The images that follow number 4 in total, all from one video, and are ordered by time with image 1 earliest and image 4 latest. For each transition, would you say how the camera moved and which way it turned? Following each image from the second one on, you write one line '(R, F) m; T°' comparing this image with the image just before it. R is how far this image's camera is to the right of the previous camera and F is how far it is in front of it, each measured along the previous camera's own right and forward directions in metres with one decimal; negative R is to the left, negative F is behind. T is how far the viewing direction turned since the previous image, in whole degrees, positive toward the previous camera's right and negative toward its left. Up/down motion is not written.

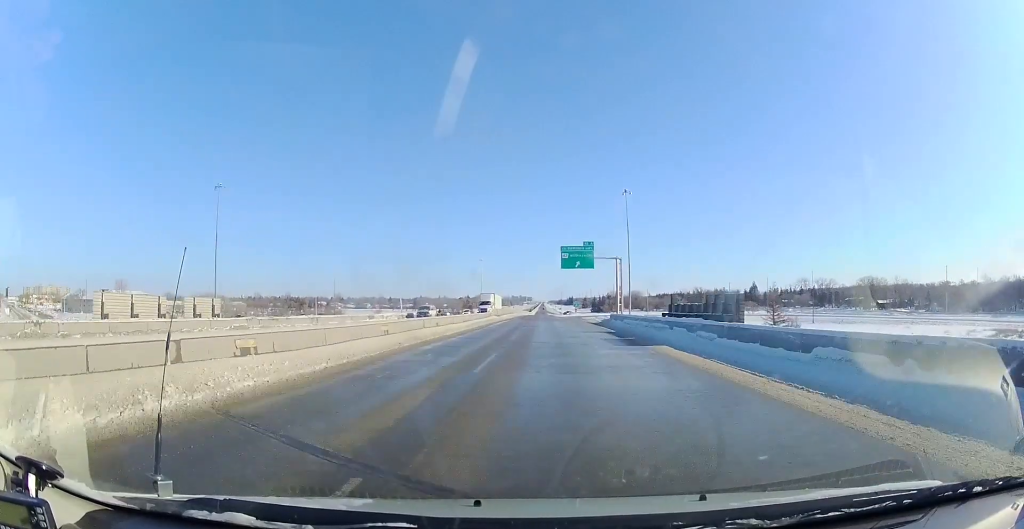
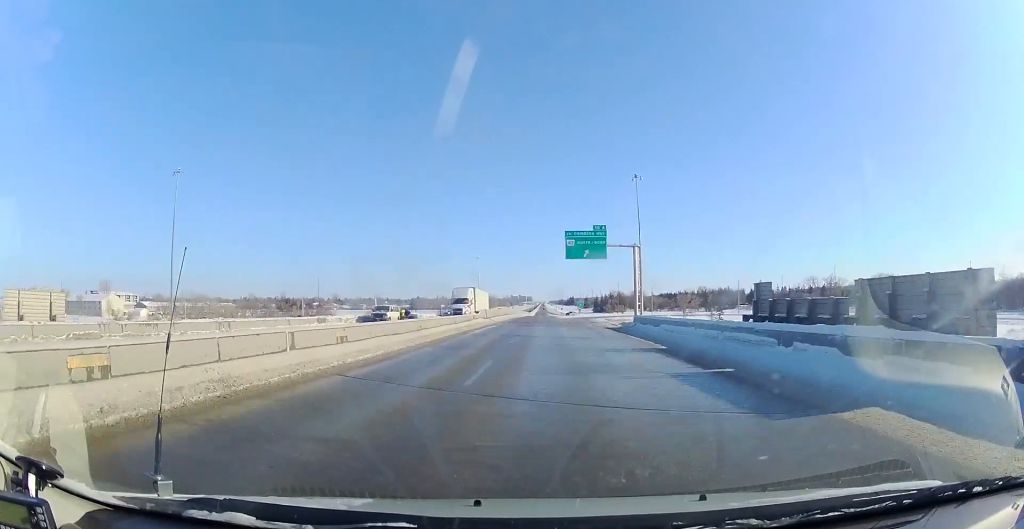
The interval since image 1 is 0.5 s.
(0.0, +14.2) m; 0°
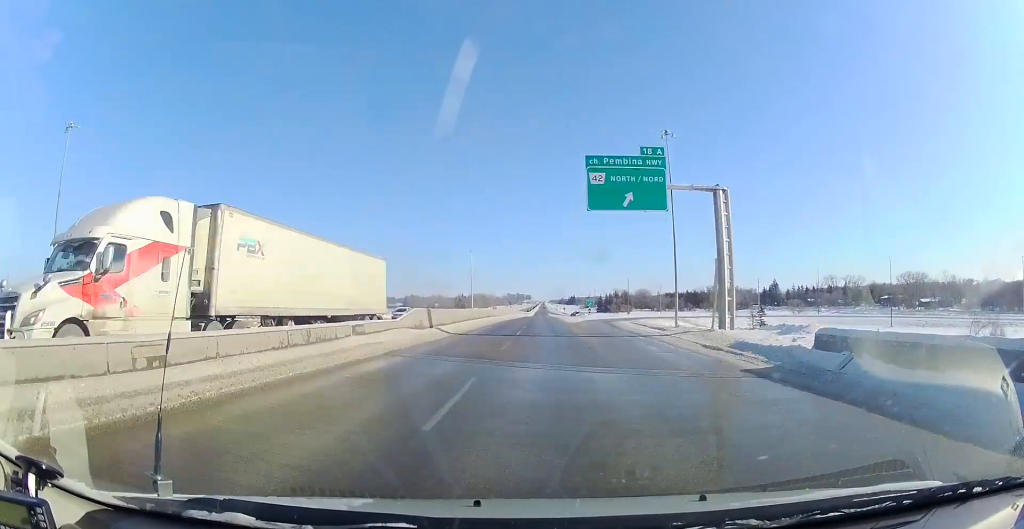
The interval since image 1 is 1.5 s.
(-0.3, +28.4) m; 0°
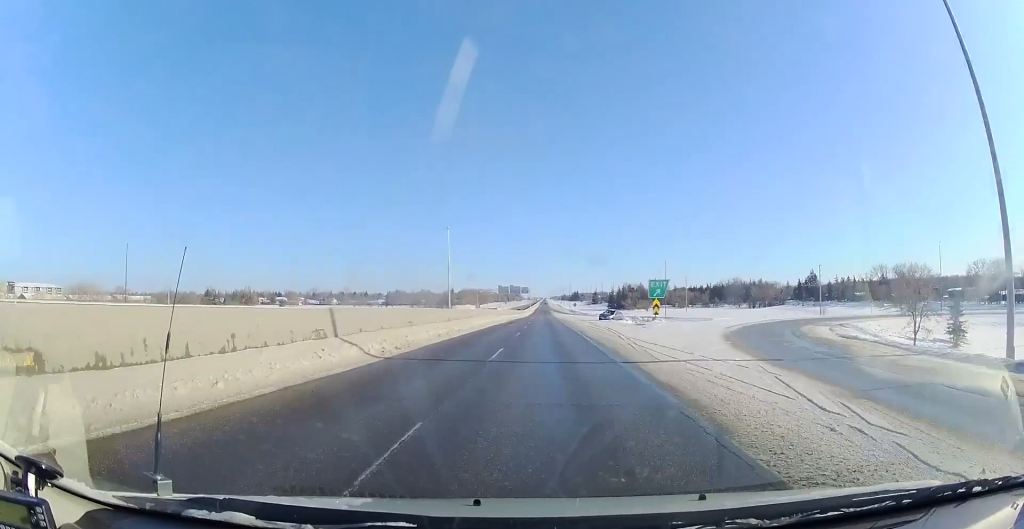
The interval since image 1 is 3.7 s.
(+0.4, +62.2) m; 0°
